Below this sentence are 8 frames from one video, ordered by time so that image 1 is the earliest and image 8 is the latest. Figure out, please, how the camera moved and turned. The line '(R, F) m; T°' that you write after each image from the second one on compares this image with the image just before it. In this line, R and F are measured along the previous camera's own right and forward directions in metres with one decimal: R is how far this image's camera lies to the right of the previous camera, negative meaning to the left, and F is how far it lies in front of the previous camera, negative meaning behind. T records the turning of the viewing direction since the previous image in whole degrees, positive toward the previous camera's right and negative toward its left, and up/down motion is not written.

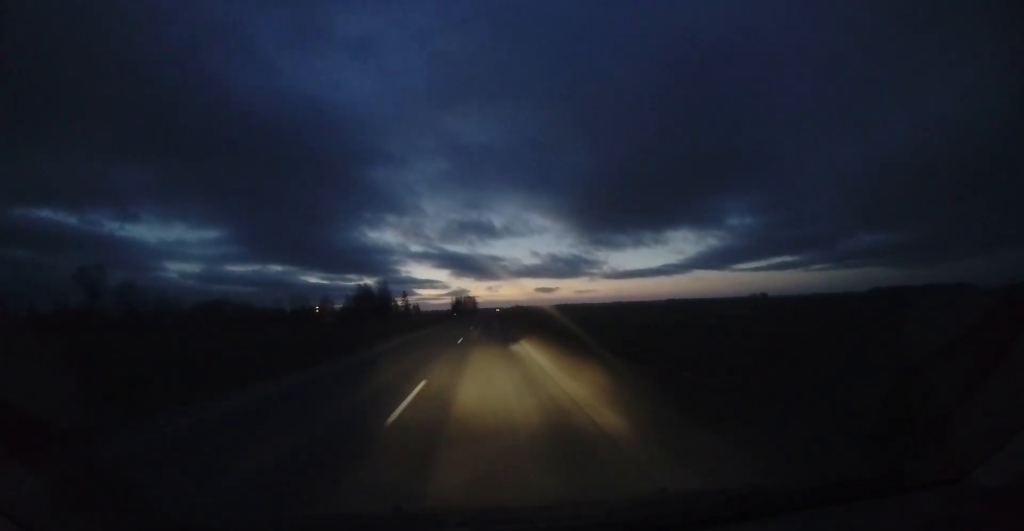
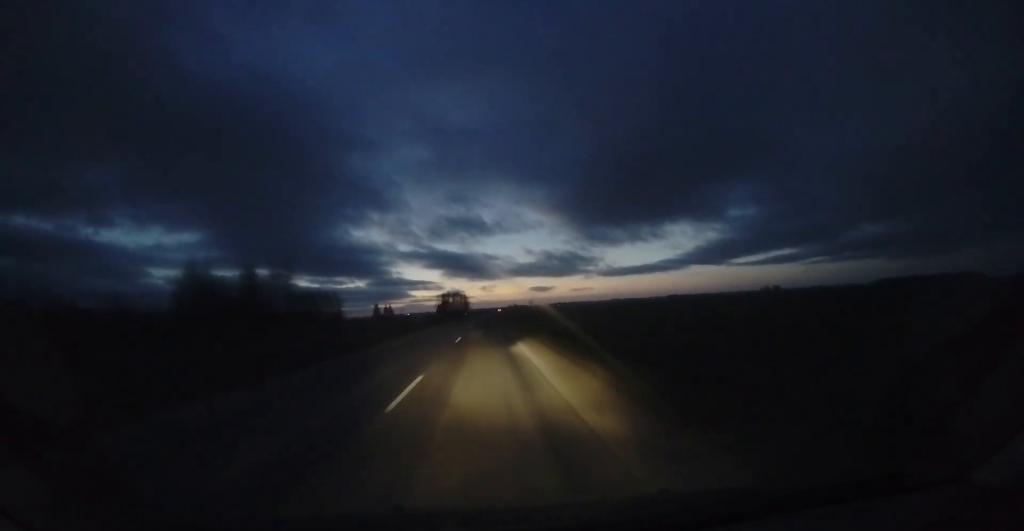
(+1.3, +69.5) m; +2°
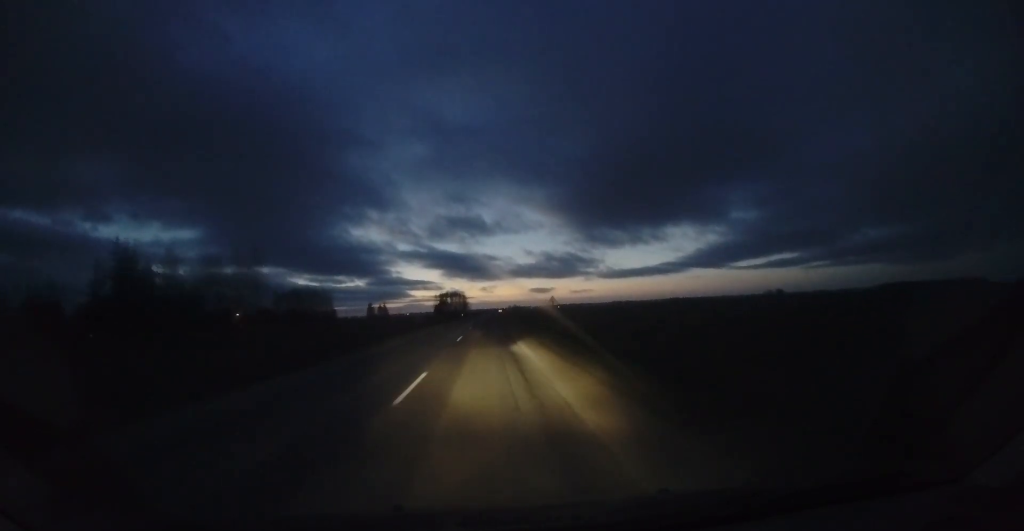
(+0.1, +12.0) m; 0°
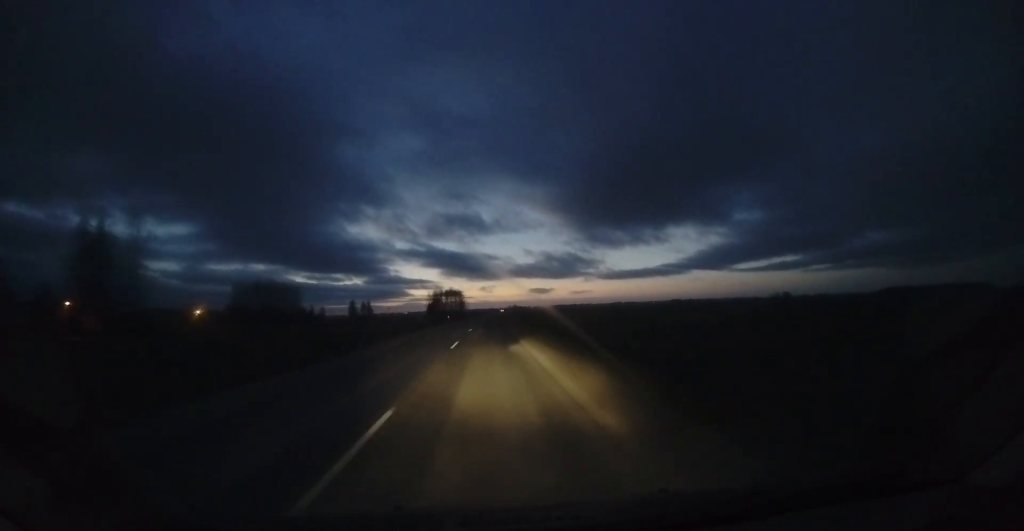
(0.0, +27.5) m; -1°
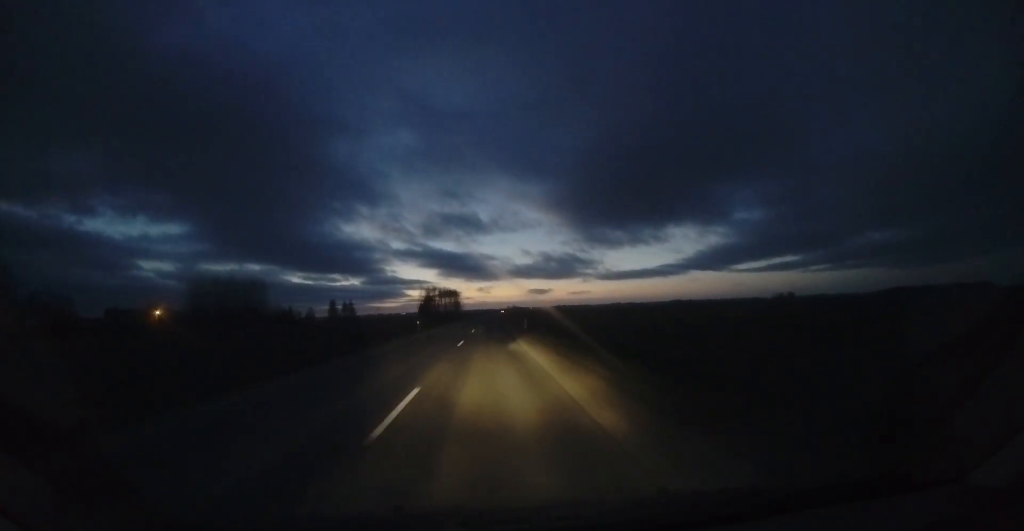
(-0.2, +21.7) m; 0°
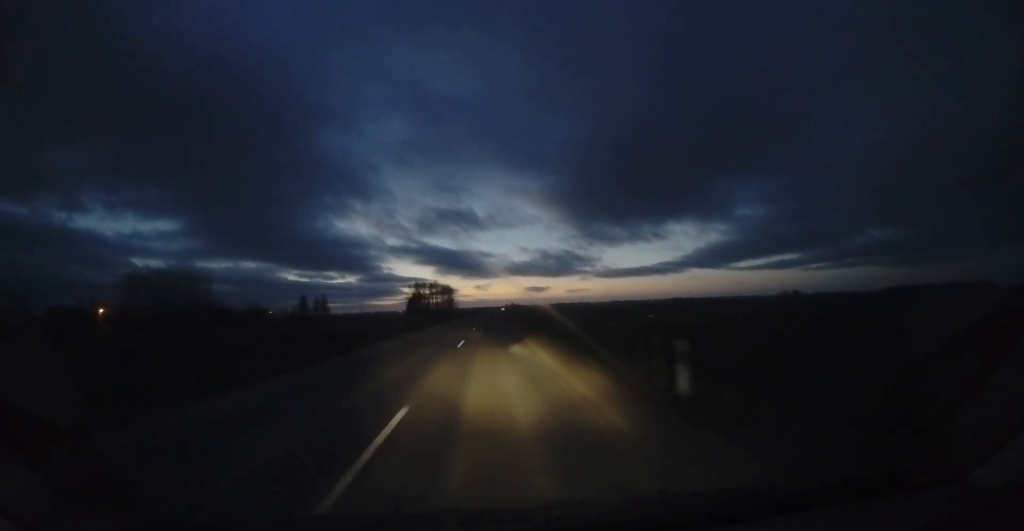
(+0.2, +26.1) m; +1°
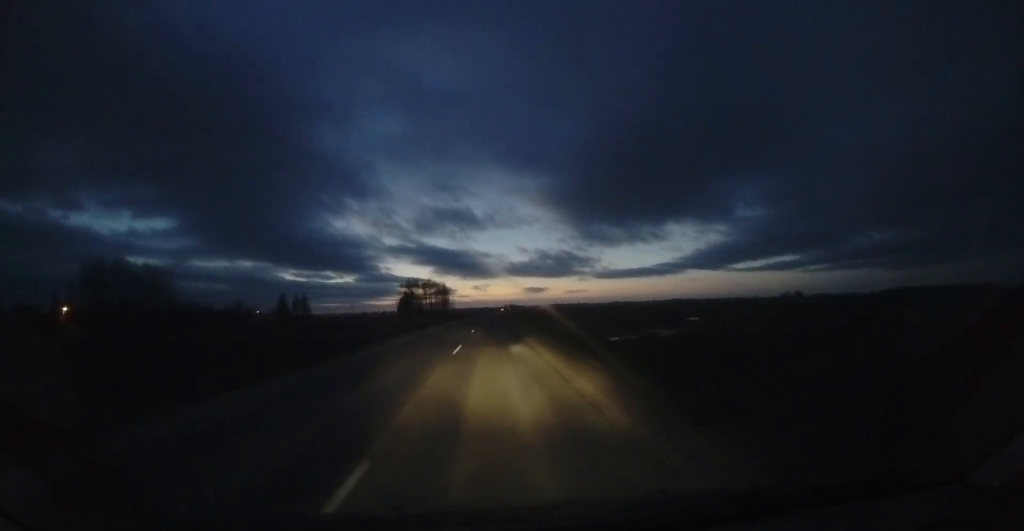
(0.0, +13.8) m; 0°
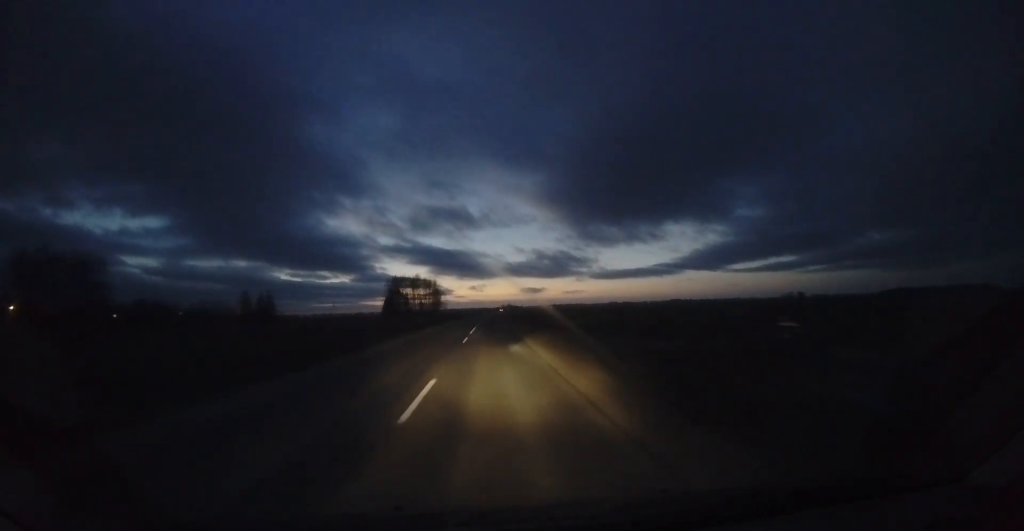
(+0.1, +20.2) m; +1°
